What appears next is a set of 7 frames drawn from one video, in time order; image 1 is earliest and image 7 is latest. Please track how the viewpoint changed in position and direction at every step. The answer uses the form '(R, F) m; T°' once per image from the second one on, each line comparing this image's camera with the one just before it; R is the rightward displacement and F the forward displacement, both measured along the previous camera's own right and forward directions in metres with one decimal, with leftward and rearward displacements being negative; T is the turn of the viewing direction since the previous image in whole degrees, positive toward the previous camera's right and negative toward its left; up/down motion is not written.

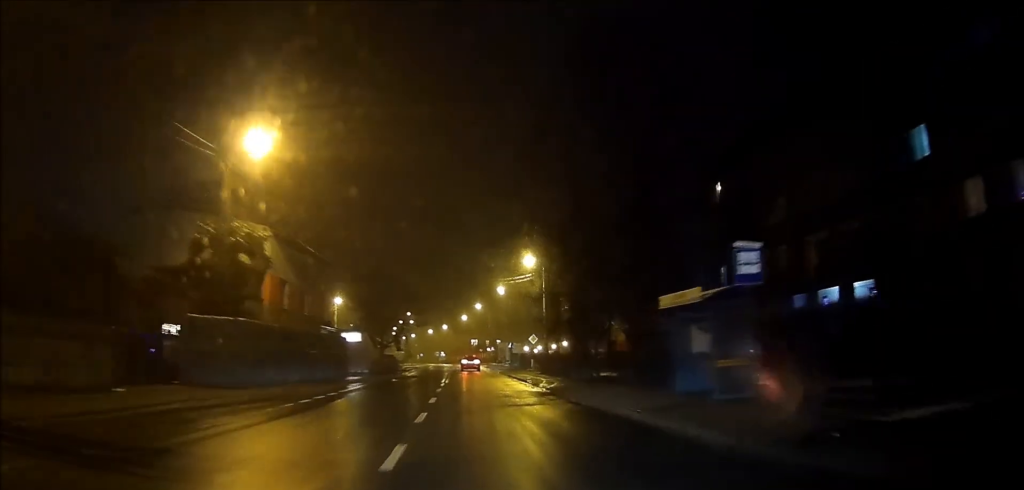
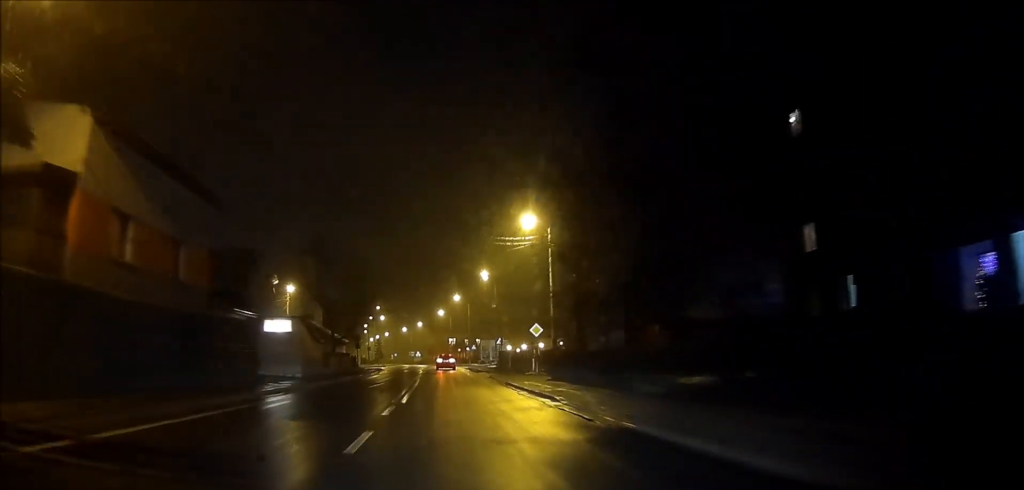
(0.0, +17.1) m; +1°
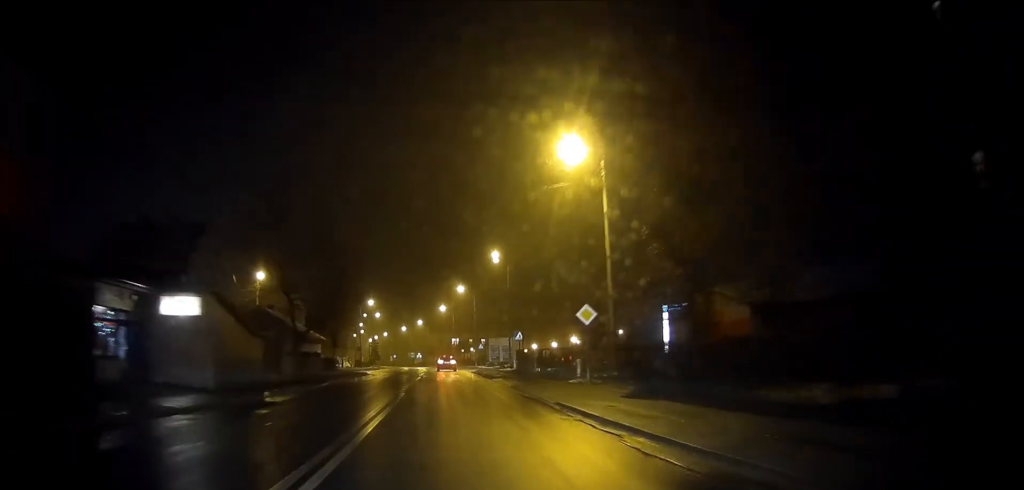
(+0.2, +14.7) m; +1°
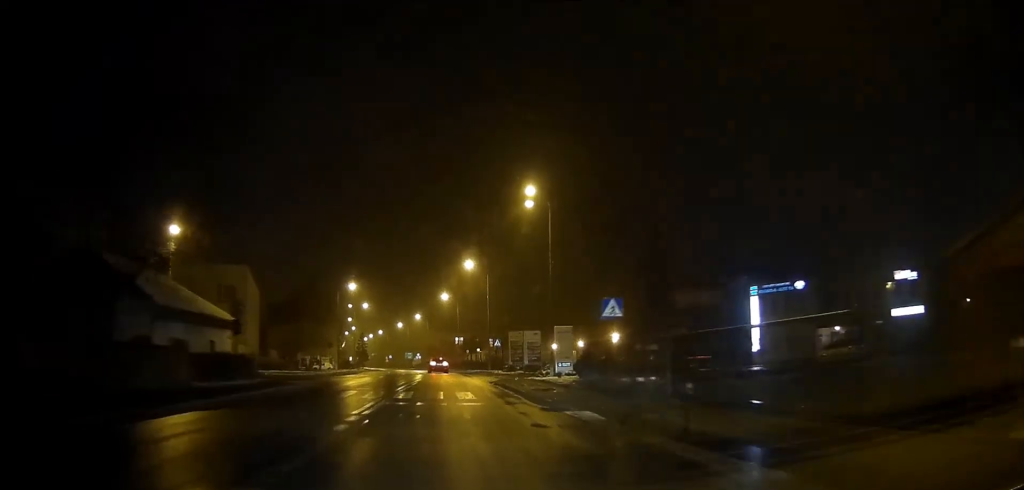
(-0.1, +24.4) m; -1°
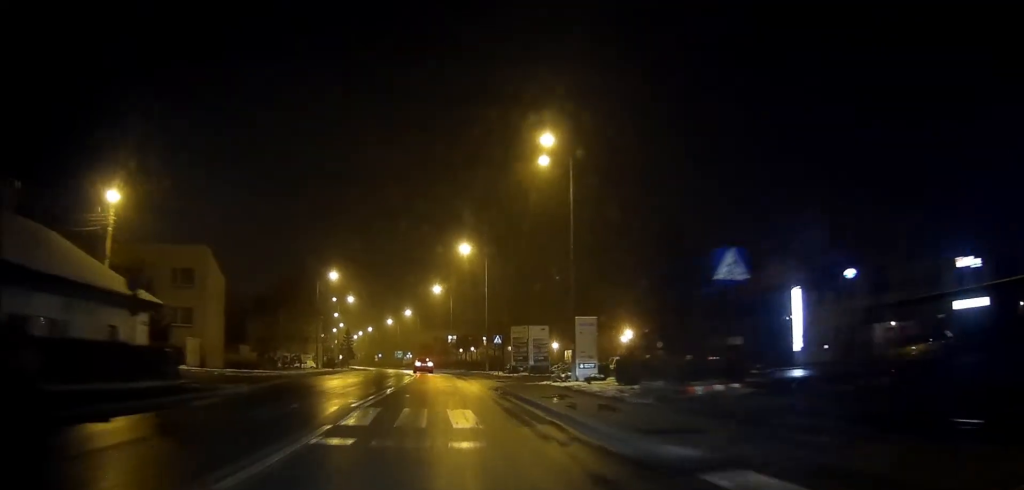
(-0.1, +9.2) m; 0°
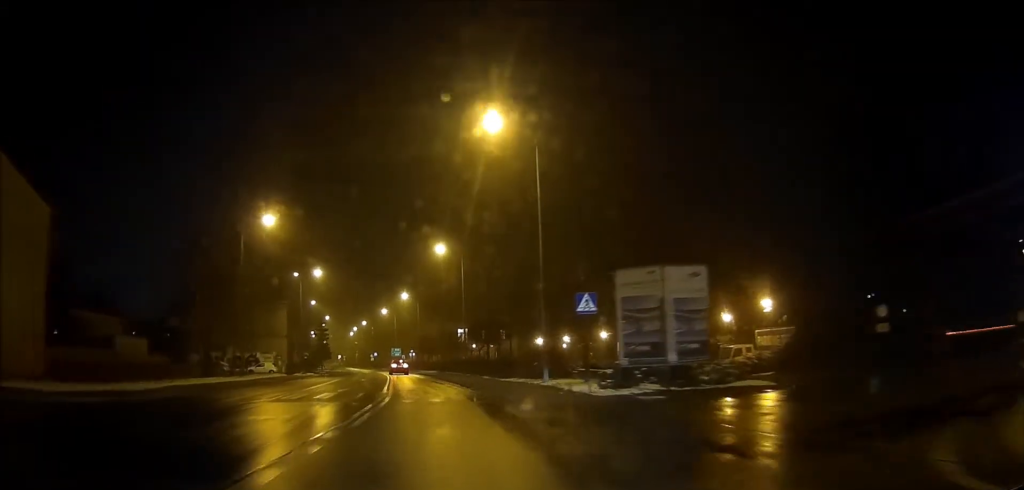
(+0.3, +31.0) m; +1°
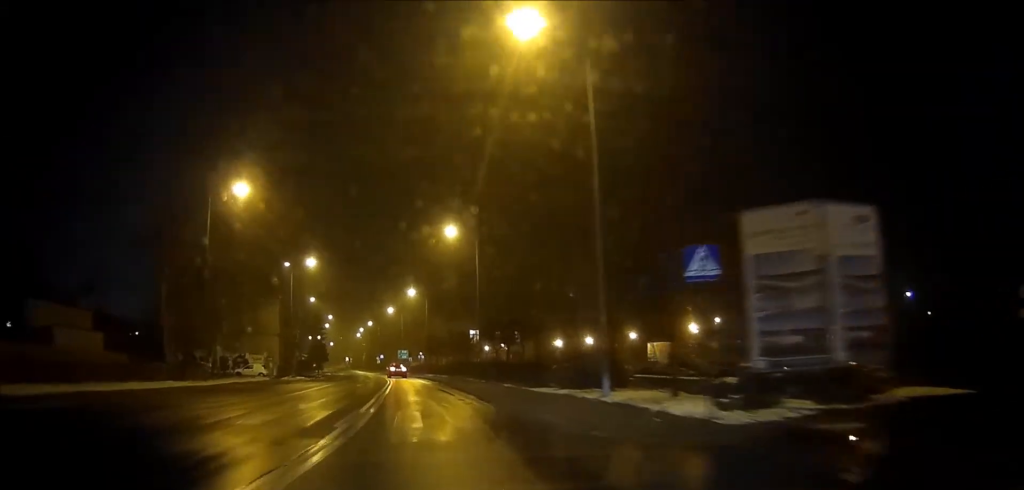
(0.0, +8.7) m; -1°
